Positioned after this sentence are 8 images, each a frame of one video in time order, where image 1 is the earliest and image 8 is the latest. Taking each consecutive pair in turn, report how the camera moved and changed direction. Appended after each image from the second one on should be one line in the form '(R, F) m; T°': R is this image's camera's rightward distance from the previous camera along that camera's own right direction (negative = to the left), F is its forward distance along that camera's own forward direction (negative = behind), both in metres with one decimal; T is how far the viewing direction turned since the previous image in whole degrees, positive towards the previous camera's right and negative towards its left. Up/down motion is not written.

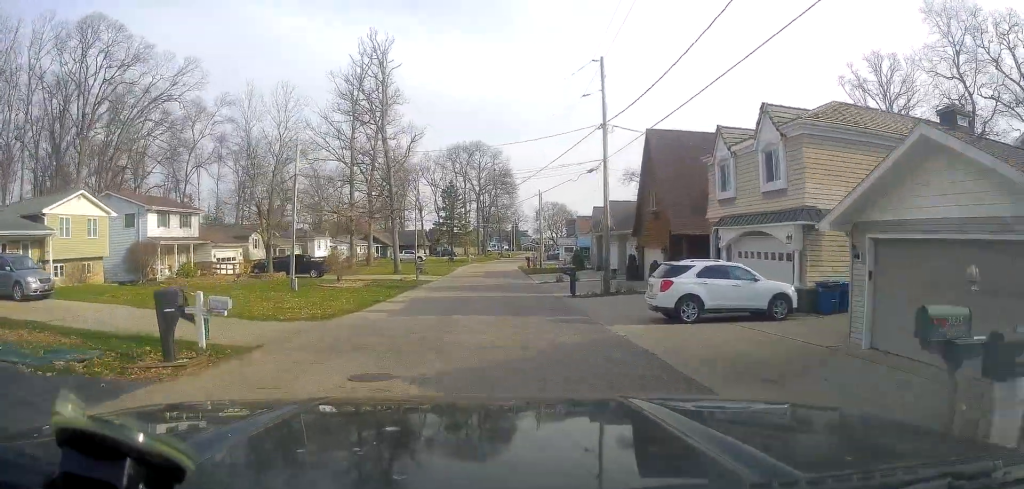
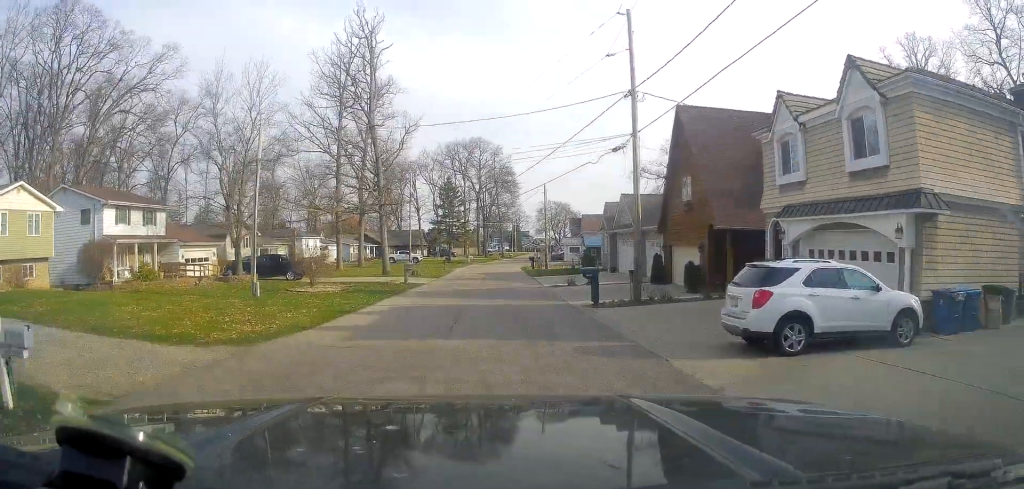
(+0.4, +5.9) m; 0°
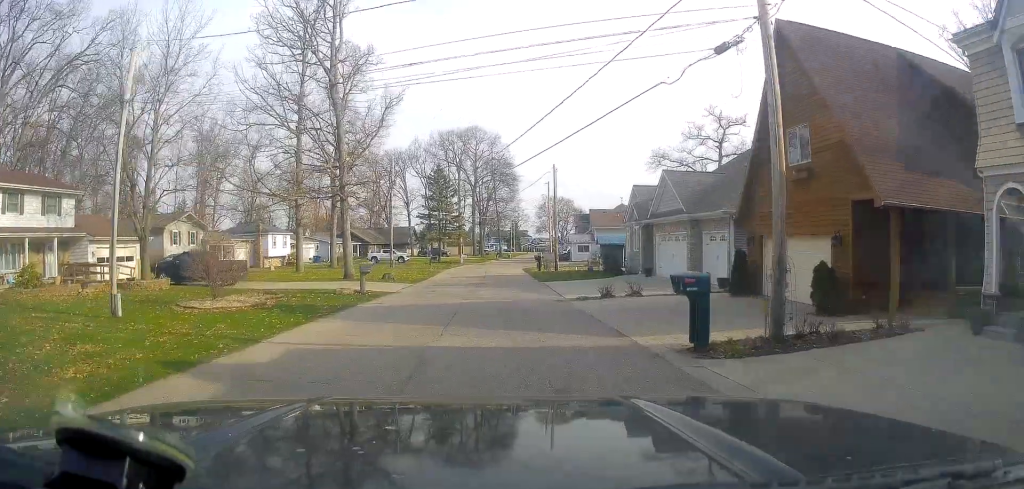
(-0.4, +11.5) m; -2°
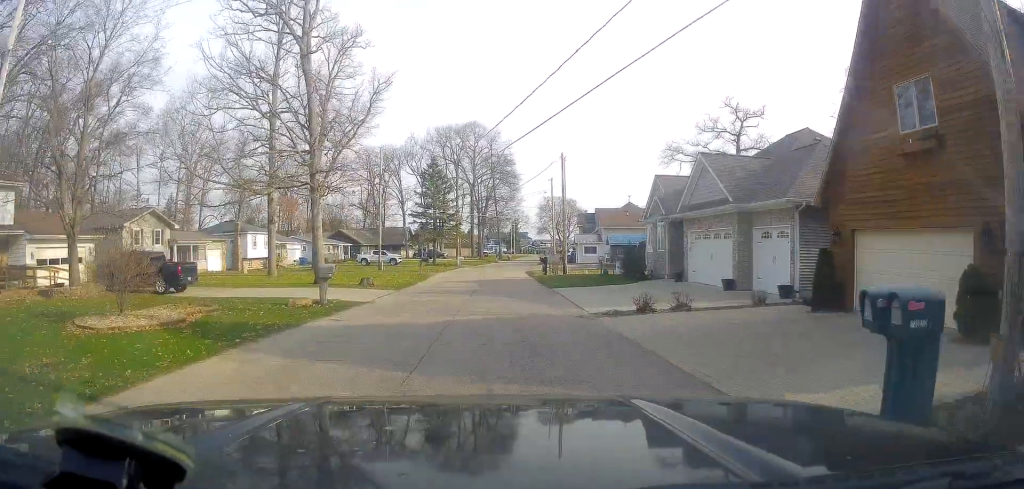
(+0.1, +6.1) m; 0°
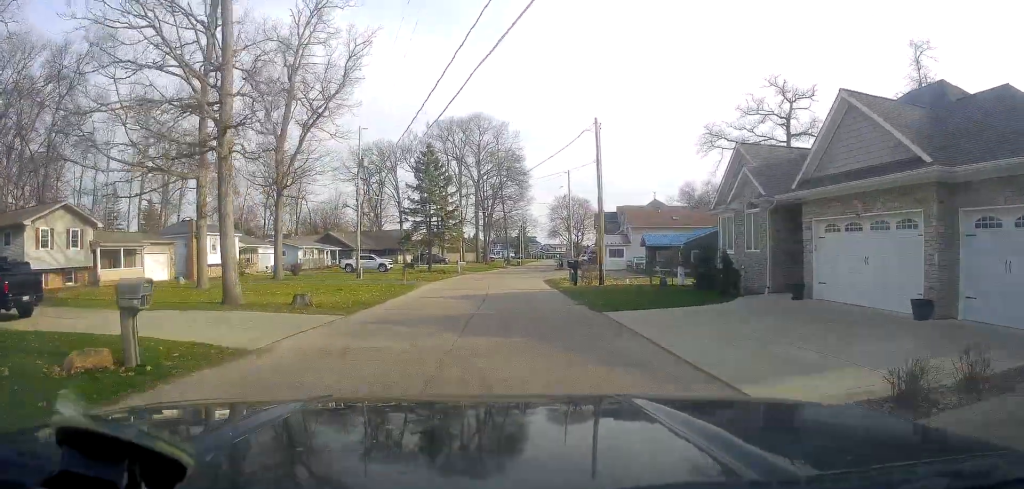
(-0.2, +12.0) m; -2°
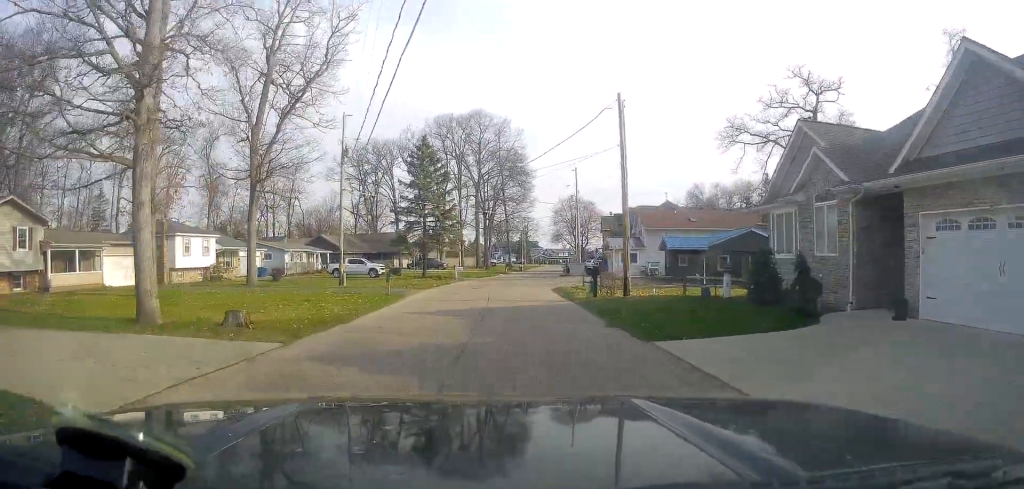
(0.0, +5.5) m; 0°
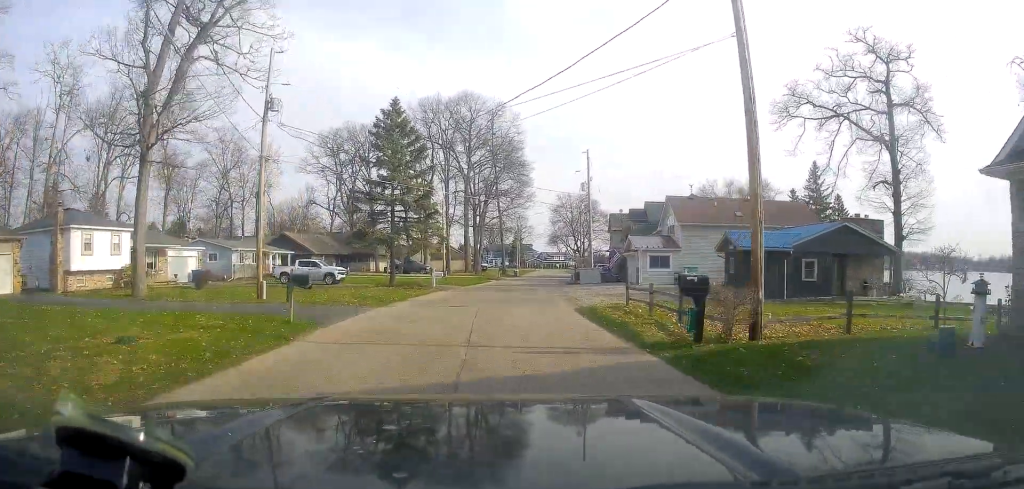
(0.0, +13.4) m; +4°
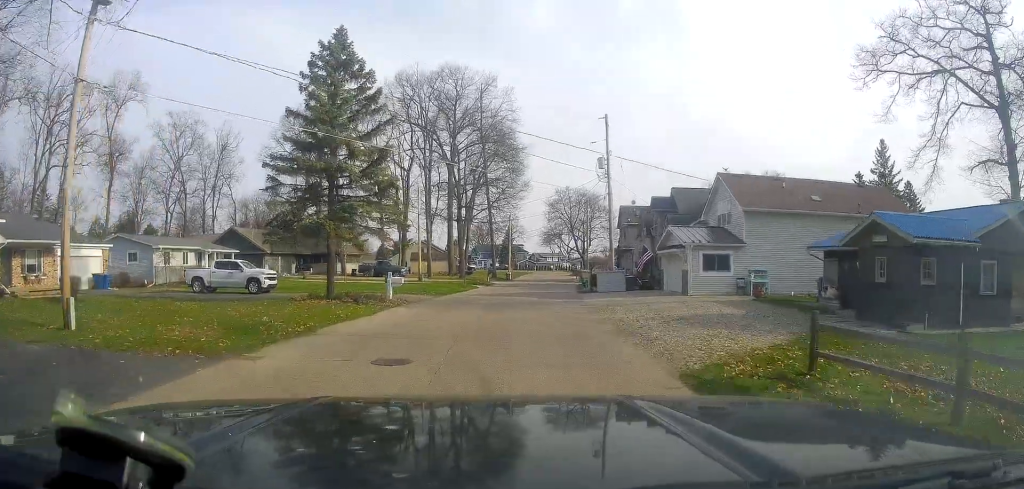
(+0.6, +13.2) m; +1°
